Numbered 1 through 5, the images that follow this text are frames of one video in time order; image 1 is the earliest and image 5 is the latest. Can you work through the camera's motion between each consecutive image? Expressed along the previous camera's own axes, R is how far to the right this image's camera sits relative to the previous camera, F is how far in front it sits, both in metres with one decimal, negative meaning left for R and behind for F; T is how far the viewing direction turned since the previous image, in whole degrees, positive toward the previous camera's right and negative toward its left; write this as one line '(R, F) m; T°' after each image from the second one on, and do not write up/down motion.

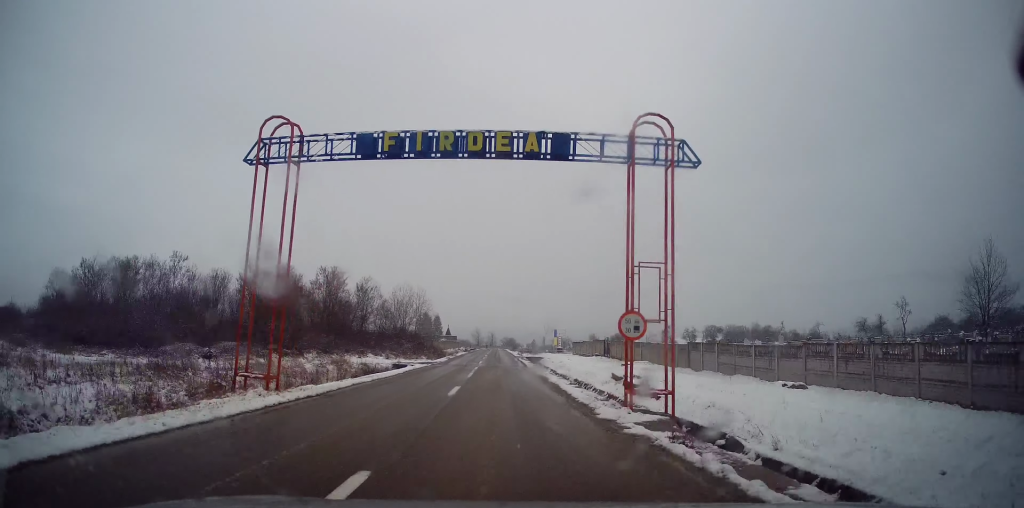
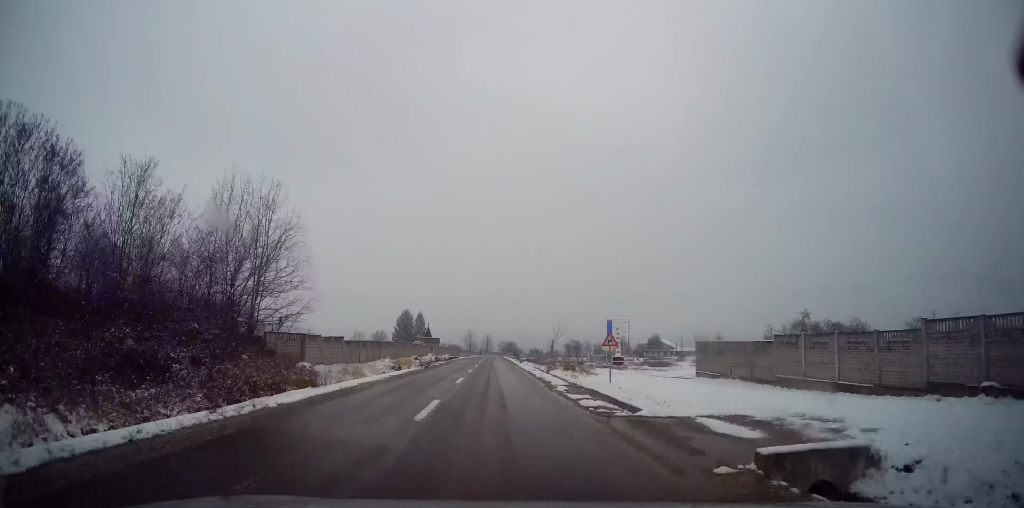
(+0.3, +46.5) m; -1°
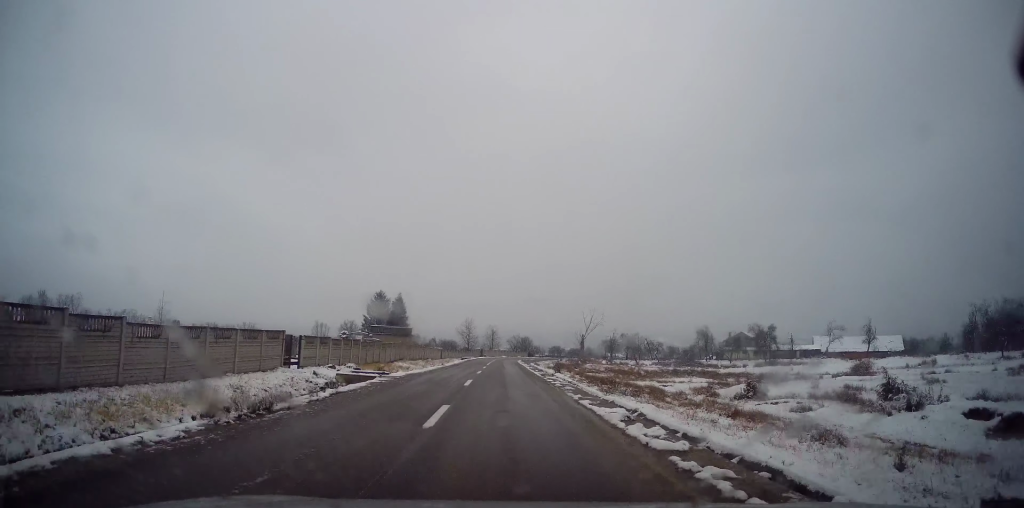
(0.0, +53.5) m; 0°
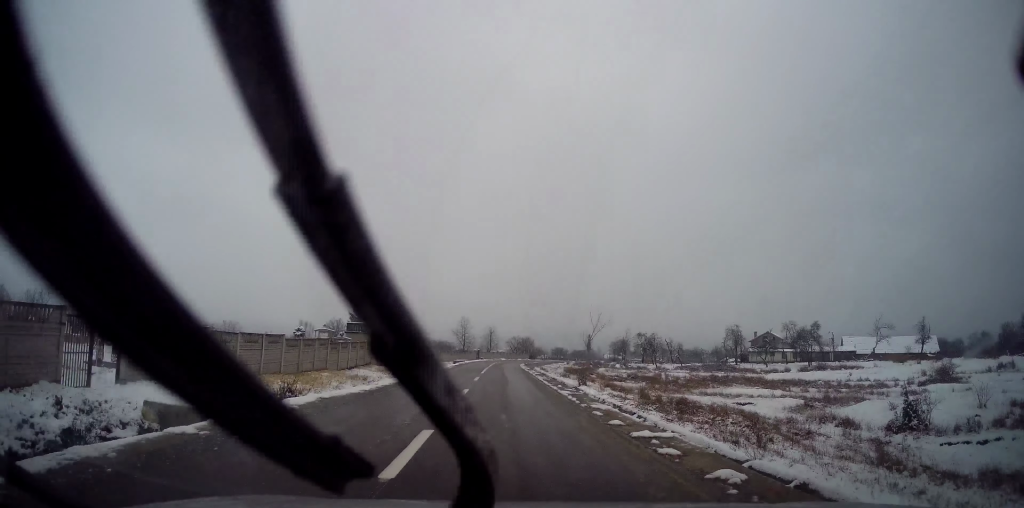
(0.0, +12.2) m; 0°
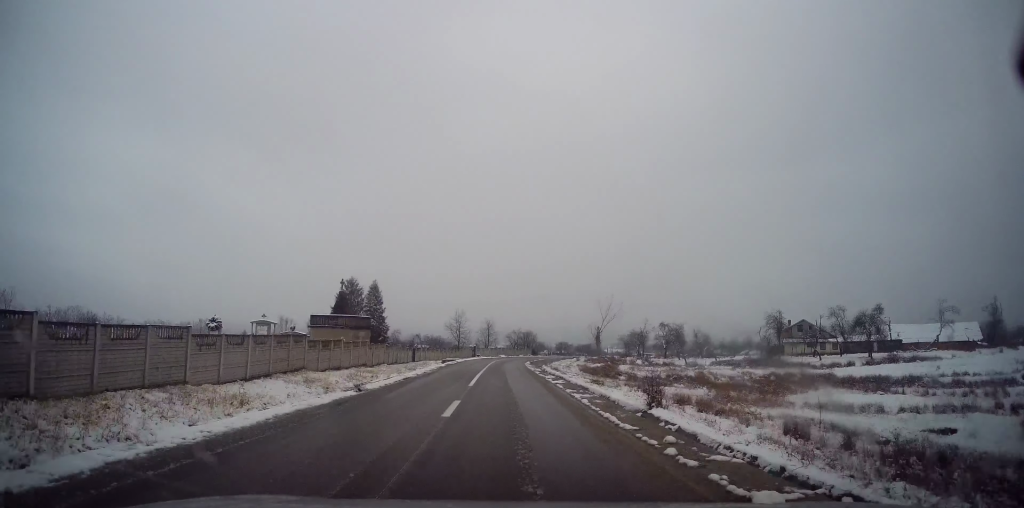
(0.0, +12.9) m; 0°
